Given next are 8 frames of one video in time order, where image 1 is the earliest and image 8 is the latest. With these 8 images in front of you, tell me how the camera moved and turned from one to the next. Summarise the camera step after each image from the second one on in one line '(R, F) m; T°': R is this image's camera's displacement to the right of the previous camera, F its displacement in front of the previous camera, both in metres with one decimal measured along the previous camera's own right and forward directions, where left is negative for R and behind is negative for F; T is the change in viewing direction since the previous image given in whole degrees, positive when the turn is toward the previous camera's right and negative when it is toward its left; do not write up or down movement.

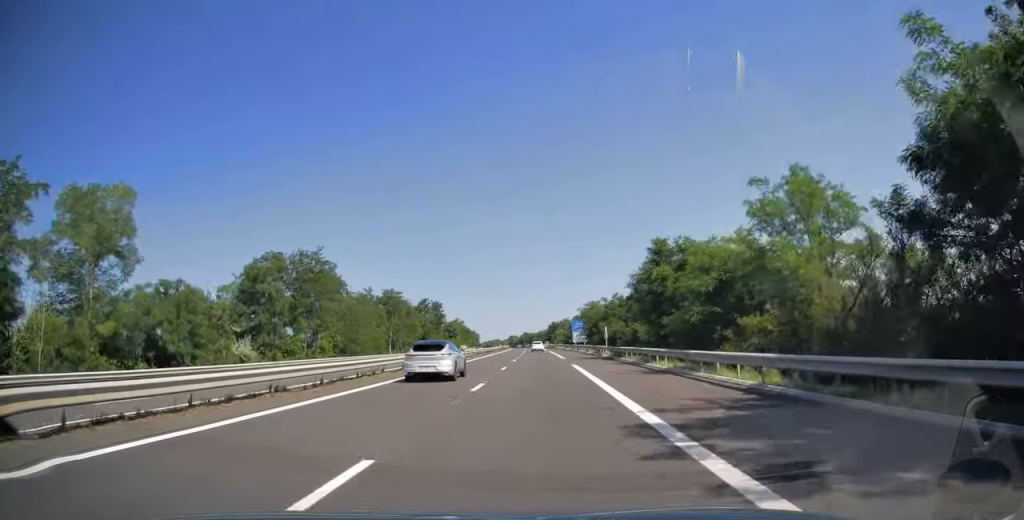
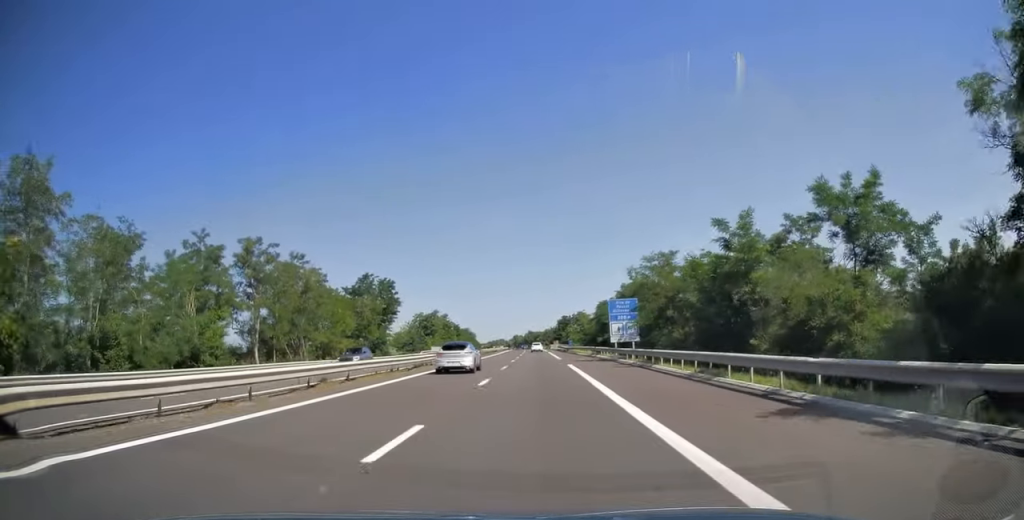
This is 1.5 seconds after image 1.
(-0.3, +49.4) m; -1°
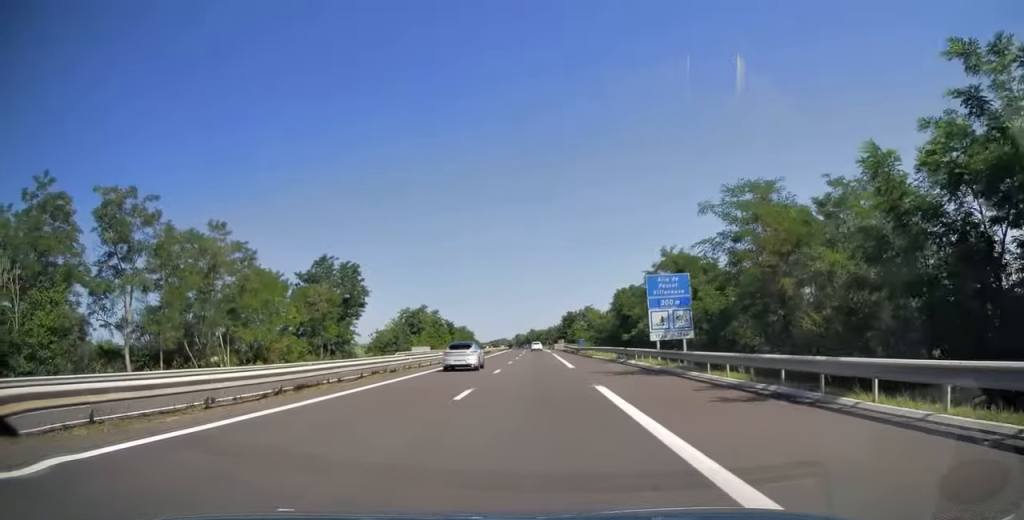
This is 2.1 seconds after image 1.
(0.0, +18.2) m; 0°
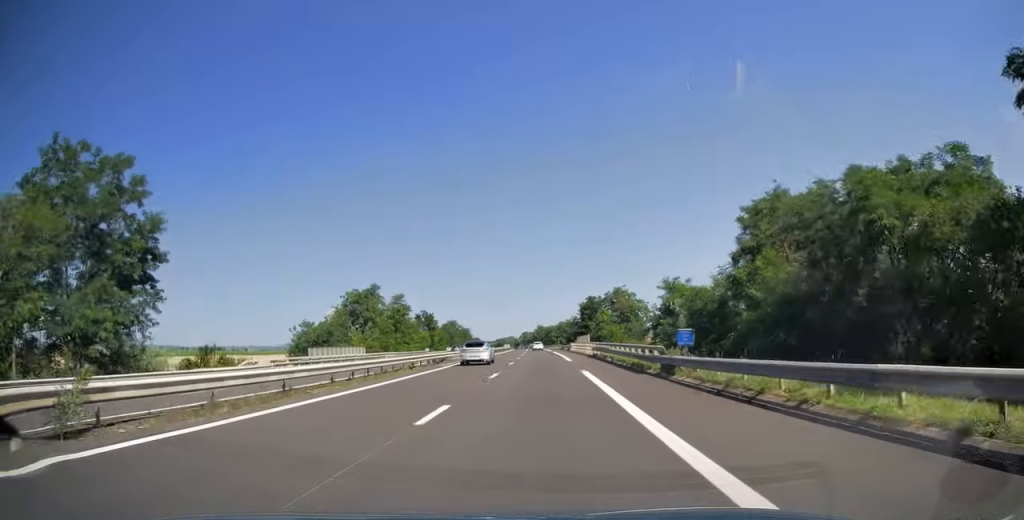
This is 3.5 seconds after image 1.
(-0.4, +44.0) m; -1°
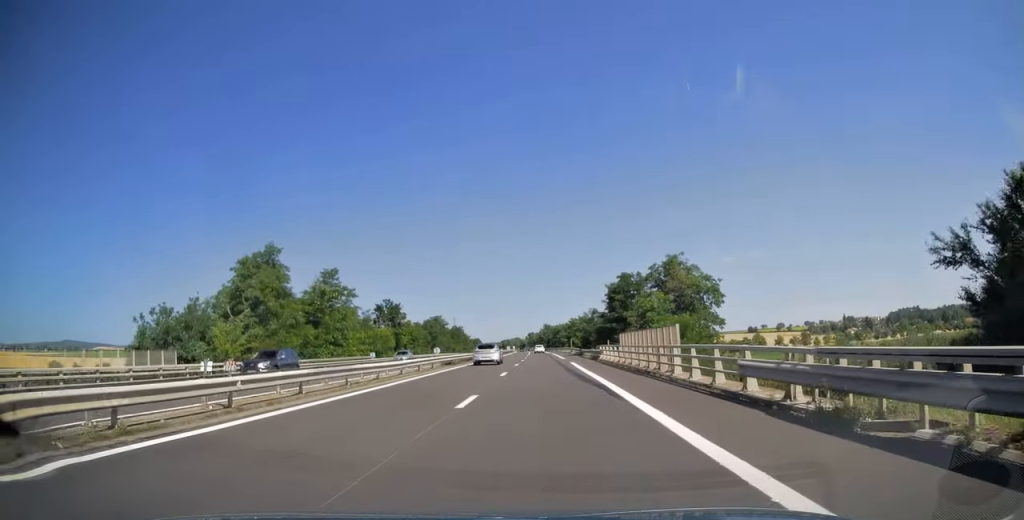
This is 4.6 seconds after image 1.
(-0.2, +36.5) m; 0°
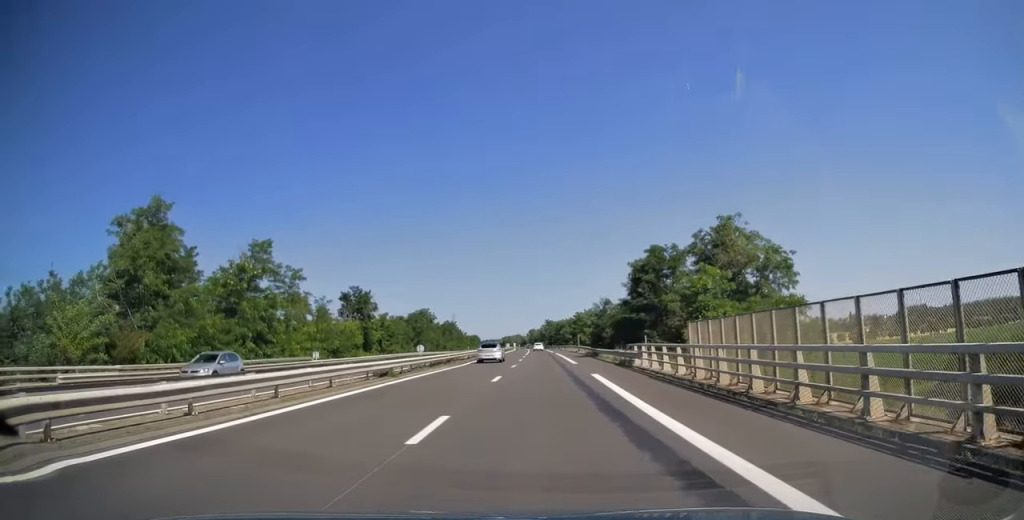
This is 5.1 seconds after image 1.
(+0.1, +17.7) m; 0°
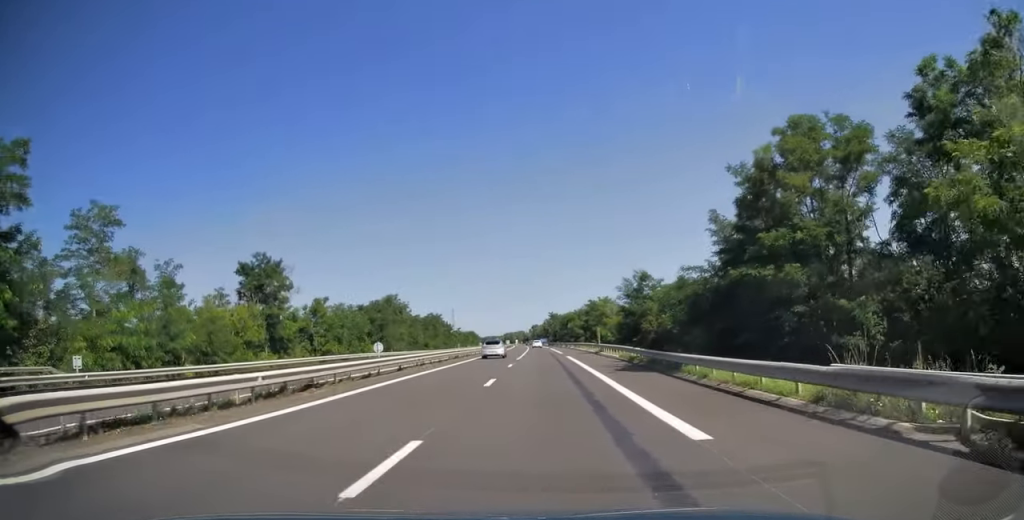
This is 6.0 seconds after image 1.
(-0.3, +29.0) m; -1°
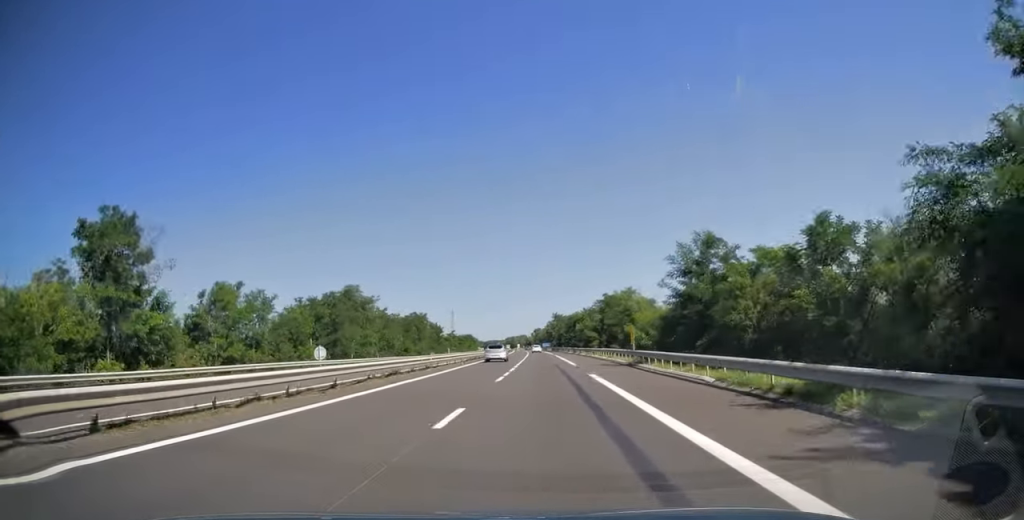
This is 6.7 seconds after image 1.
(0.0, +21.5) m; 0°
